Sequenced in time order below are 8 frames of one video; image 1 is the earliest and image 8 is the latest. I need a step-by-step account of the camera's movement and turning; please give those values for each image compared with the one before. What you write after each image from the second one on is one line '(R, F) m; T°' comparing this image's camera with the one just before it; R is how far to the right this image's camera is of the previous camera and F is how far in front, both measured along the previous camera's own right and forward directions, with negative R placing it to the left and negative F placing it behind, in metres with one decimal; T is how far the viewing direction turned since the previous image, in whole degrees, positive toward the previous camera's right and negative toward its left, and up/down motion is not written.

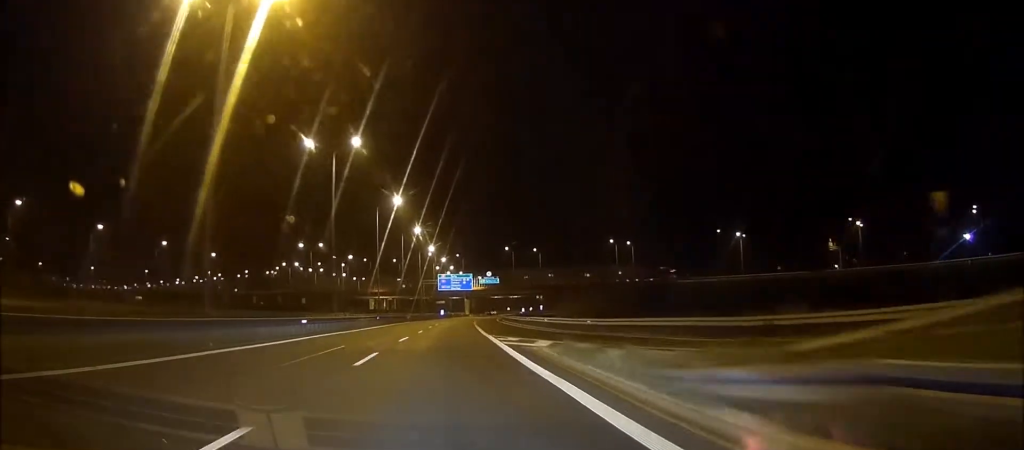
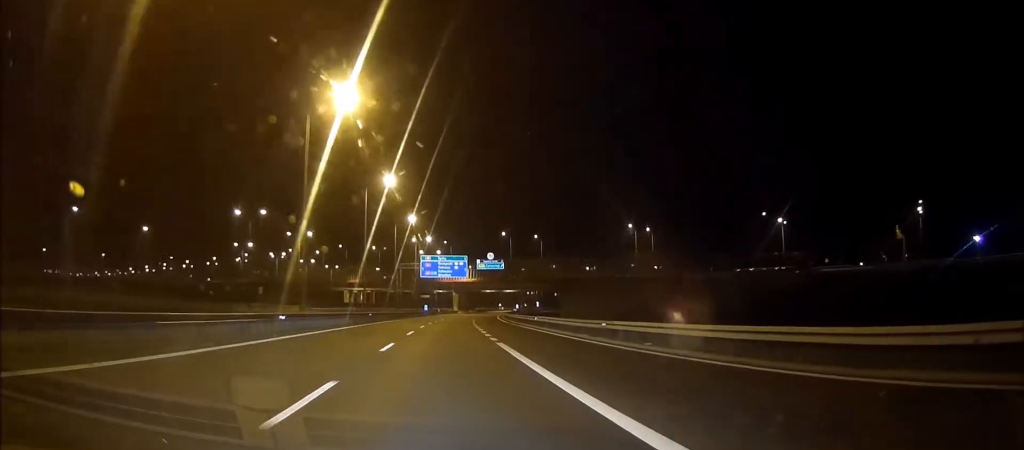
(+0.7, +30.7) m; +2°
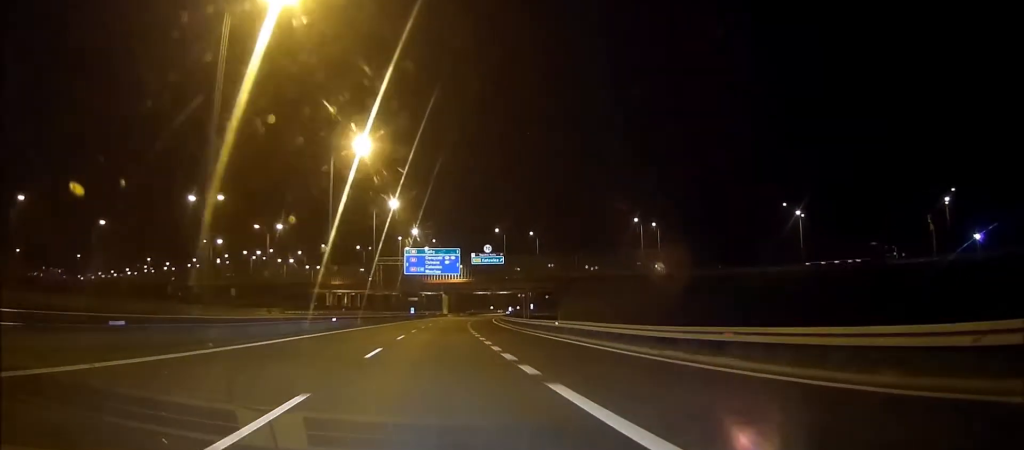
(0.0, +13.2) m; +1°
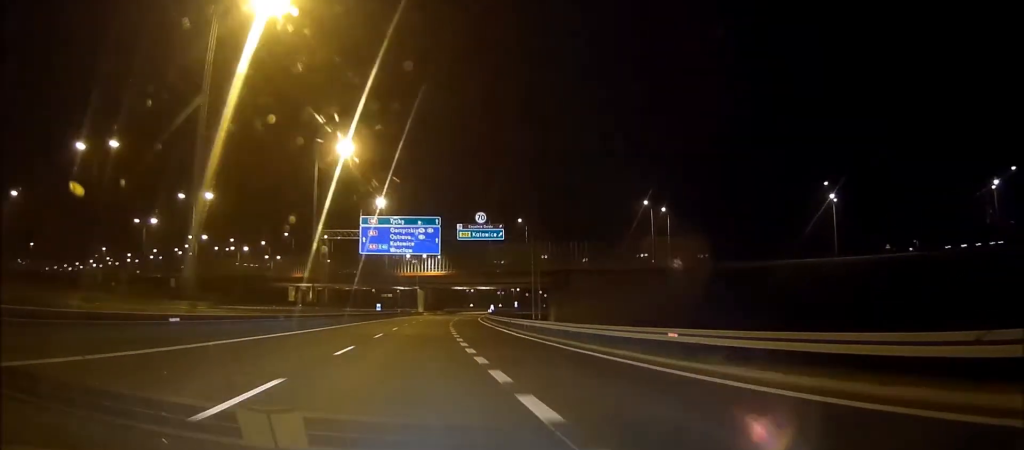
(+0.2, +21.1) m; +1°
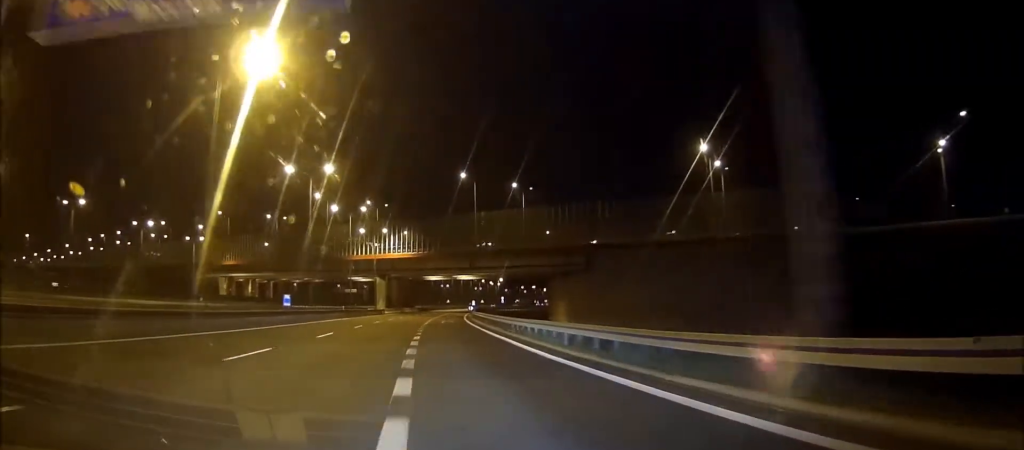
(+0.3, +38.3) m; +1°
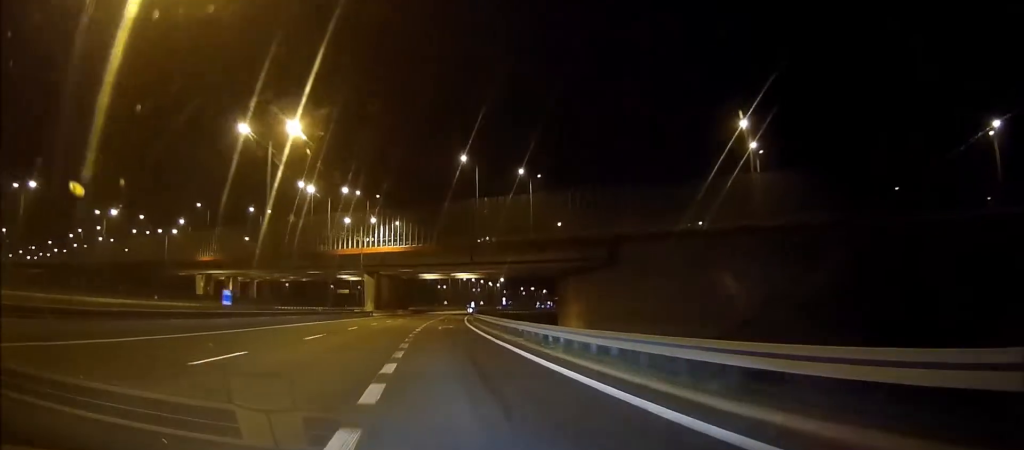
(0.0, +12.5) m; 0°
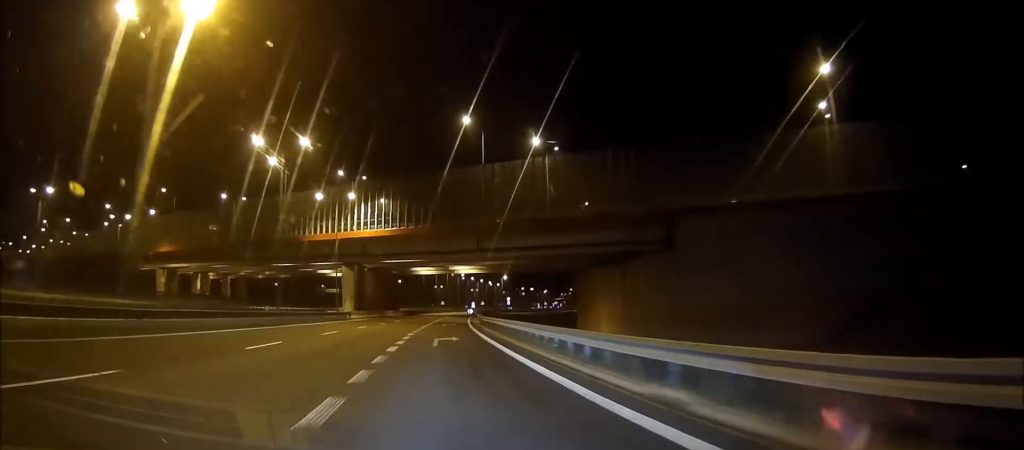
(+0.1, +17.0) m; 0°
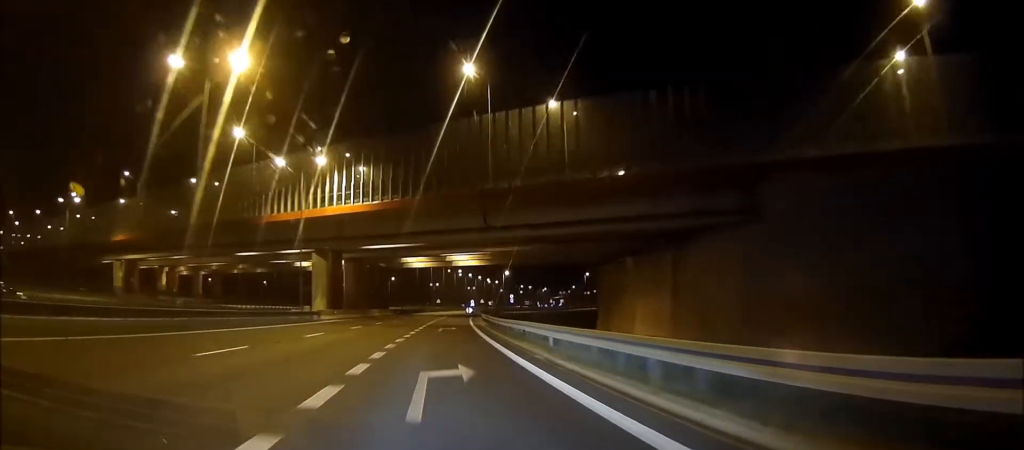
(+0.1, +14.5) m; 0°
